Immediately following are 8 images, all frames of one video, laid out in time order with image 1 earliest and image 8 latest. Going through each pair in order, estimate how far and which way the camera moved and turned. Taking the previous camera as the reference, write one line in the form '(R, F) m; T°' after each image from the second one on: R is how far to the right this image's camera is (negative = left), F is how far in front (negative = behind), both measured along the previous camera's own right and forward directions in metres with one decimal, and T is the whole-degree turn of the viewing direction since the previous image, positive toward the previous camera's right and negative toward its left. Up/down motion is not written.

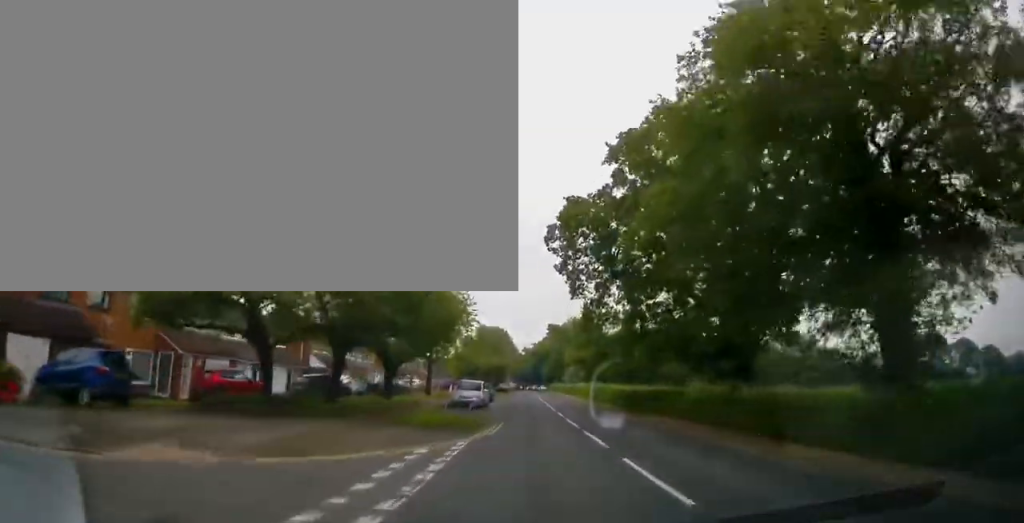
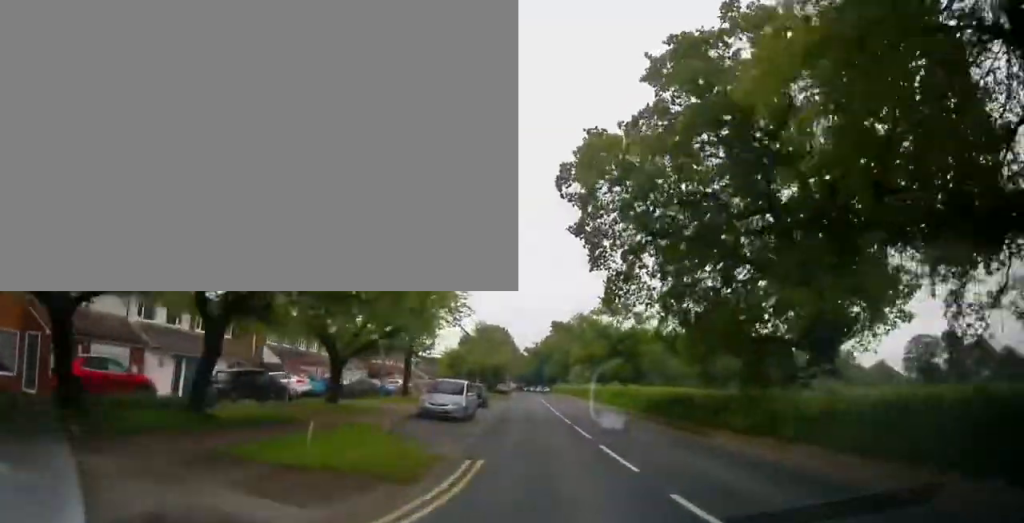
(-0.1, +9.5) m; 0°
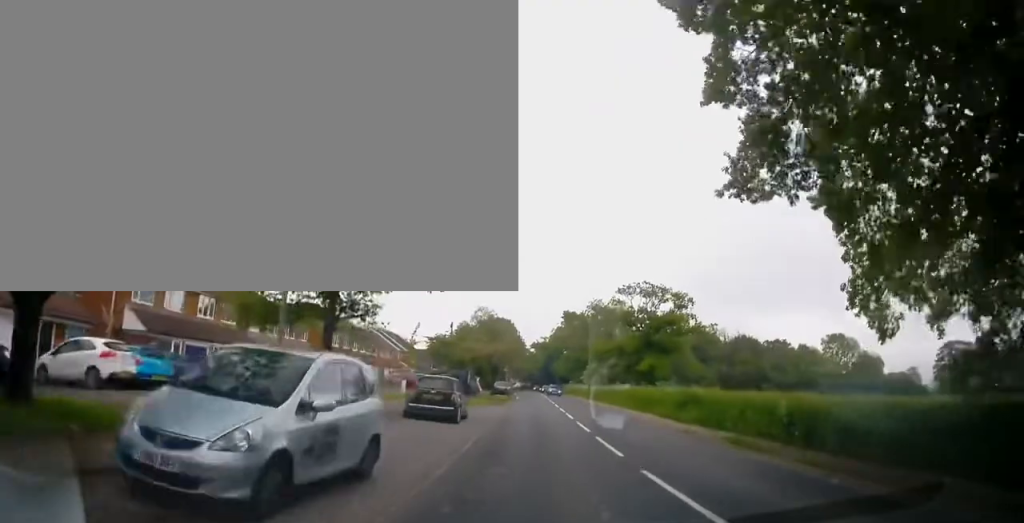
(+0.4, +16.3) m; +3°
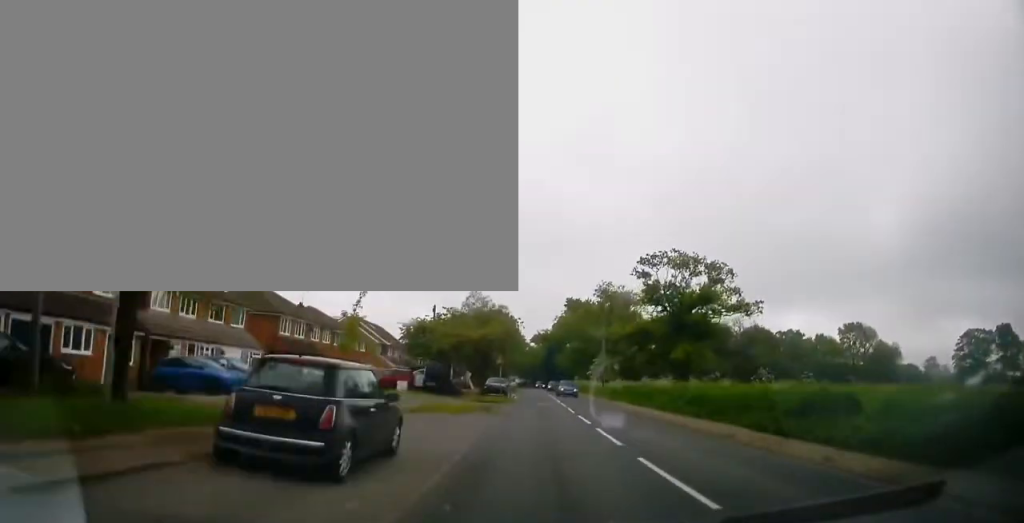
(+0.2, +11.0) m; 0°
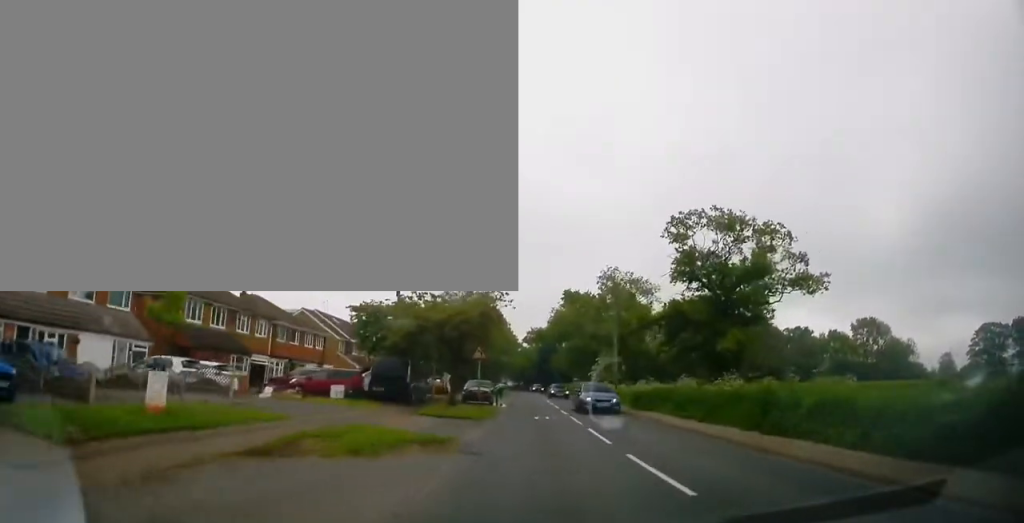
(-0.2, +12.1) m; -1°
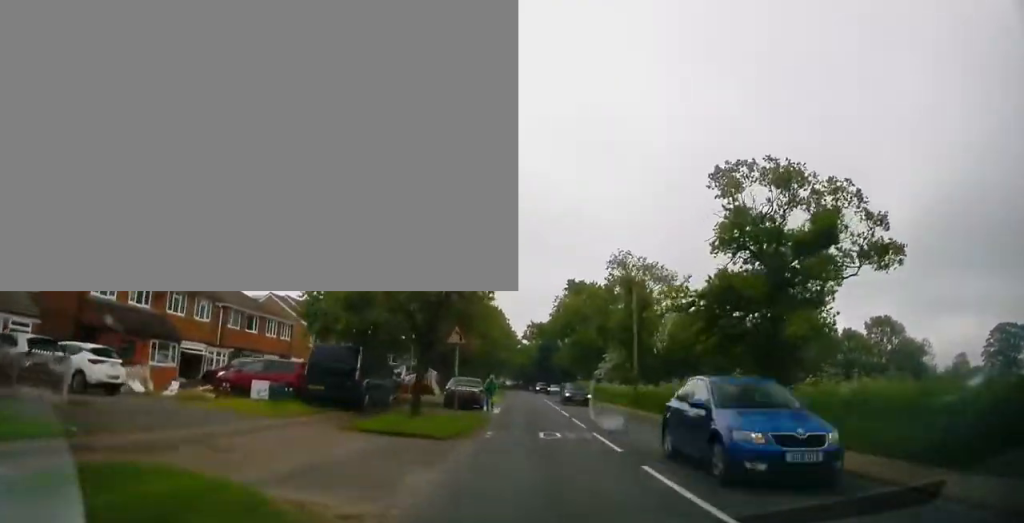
(-0.1, +8.1) m; 0°
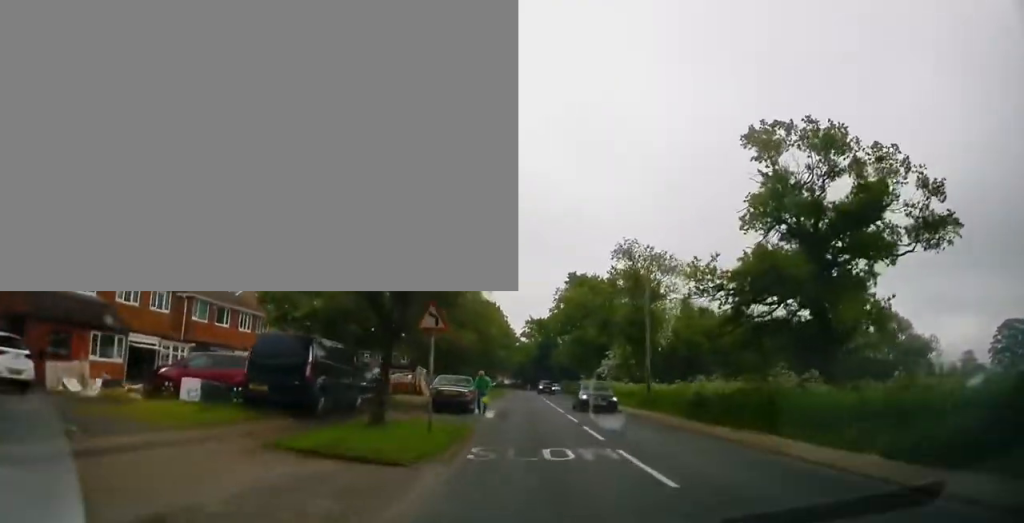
(+0.3, +4.2) m; 0°
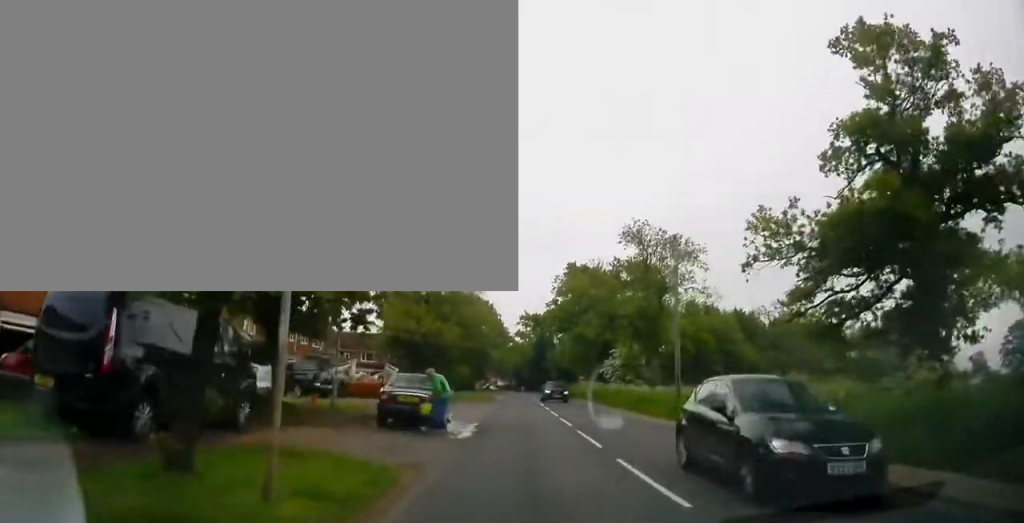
(-0.1, +7.7) m; -2°
